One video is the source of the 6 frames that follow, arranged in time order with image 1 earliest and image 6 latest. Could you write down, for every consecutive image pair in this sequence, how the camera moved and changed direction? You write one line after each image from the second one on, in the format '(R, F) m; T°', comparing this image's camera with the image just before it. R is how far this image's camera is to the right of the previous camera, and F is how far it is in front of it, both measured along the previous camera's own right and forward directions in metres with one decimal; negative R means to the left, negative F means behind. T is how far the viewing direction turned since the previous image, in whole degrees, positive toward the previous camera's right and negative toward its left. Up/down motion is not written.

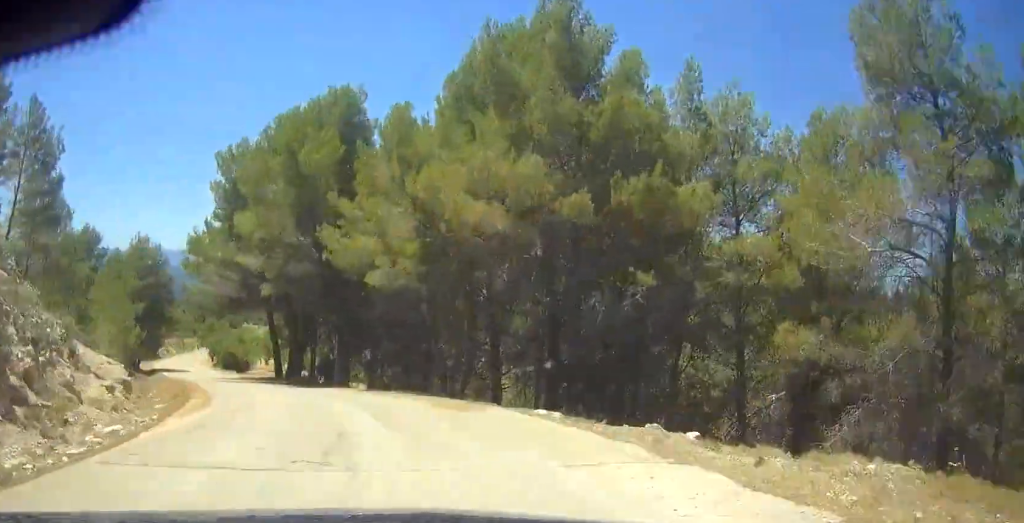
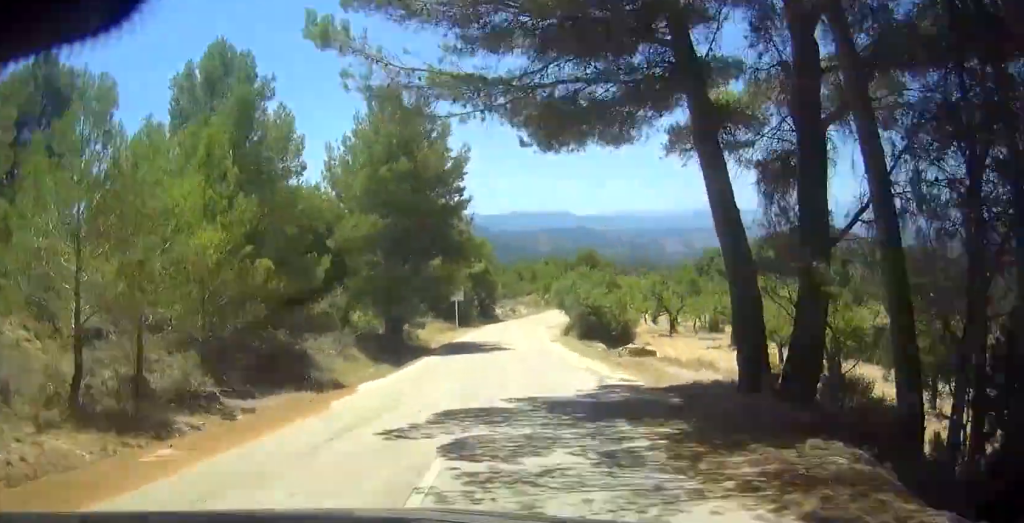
(-4.1, +47.2) m; -5°
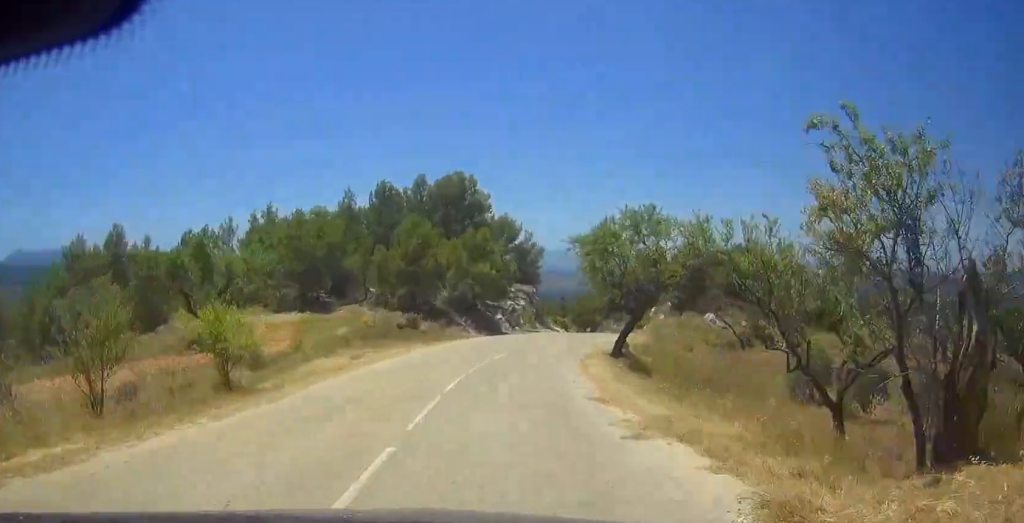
(+6.2, +115.4) m; +9°
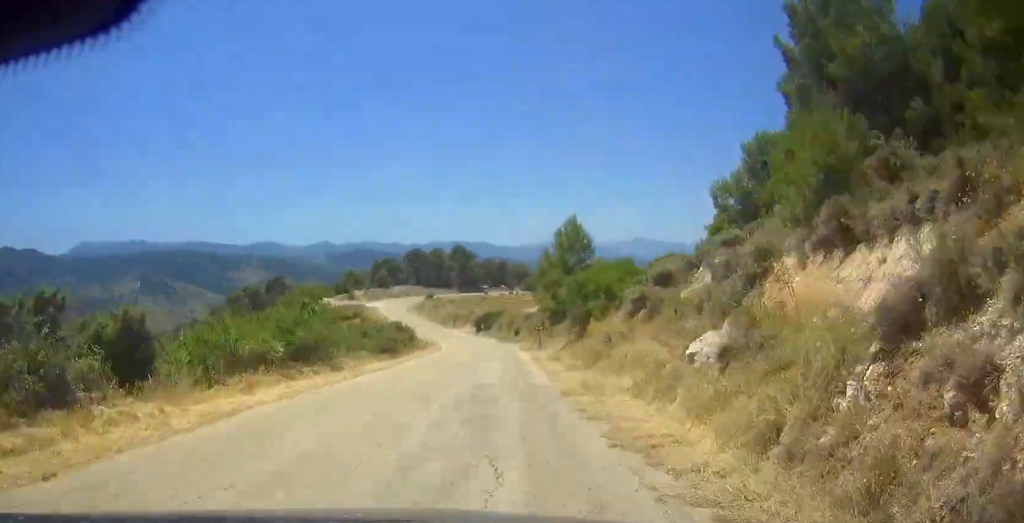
(-1.9, +141.9) m; -10°
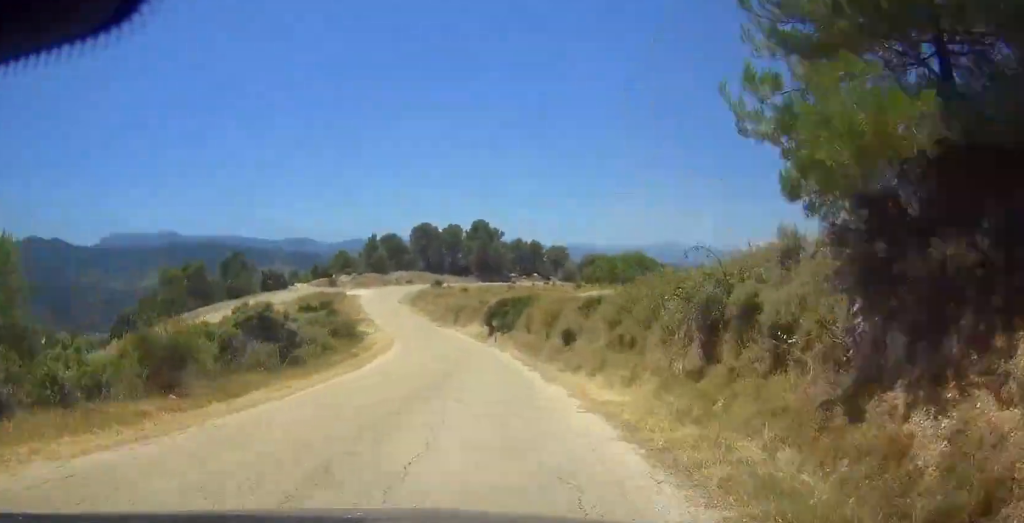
(-2.3, +44.3) m; -6°
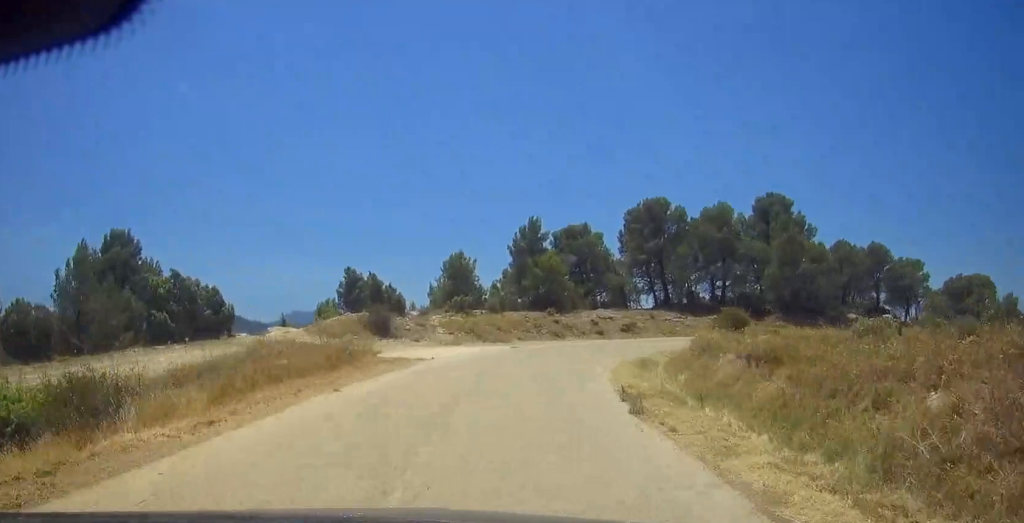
(-6.3, +83.1) m; +7°
